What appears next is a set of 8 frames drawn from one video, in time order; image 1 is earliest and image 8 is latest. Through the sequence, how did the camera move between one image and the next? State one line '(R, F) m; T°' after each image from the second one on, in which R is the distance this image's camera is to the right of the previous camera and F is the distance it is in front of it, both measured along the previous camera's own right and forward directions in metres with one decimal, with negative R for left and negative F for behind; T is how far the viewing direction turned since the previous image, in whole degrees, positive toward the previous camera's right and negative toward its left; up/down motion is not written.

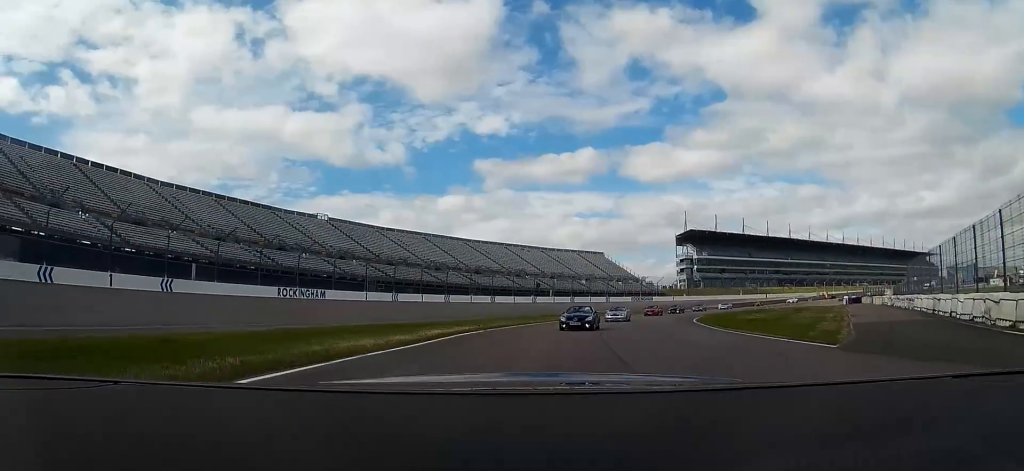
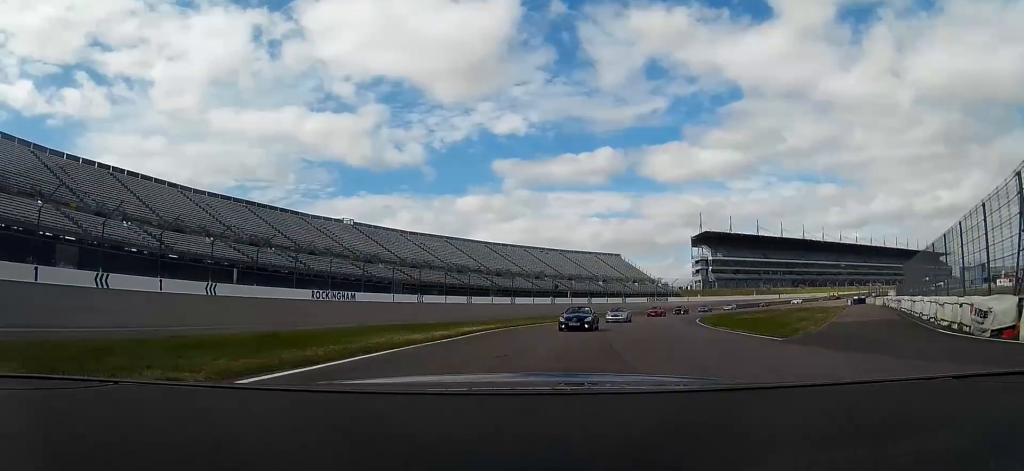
(-0.3, +5.1) m; -2°
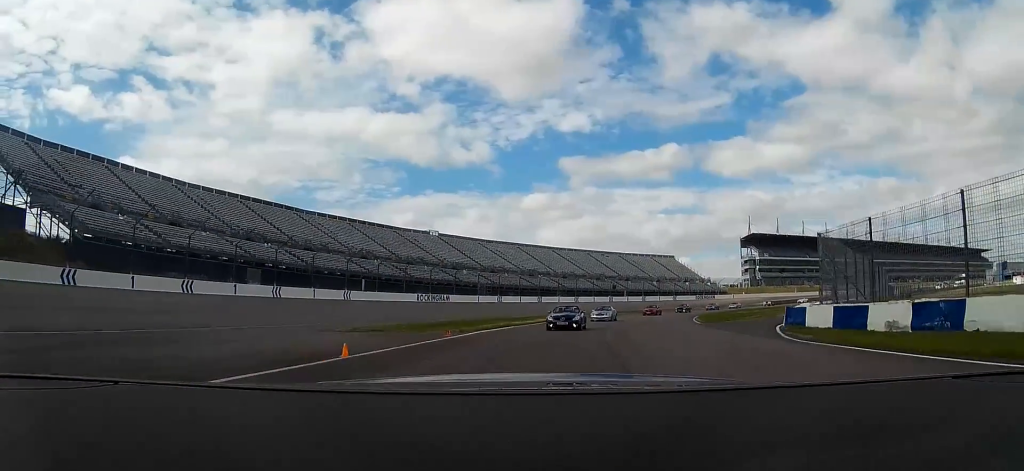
(-0.5, +21.6) m; -3°
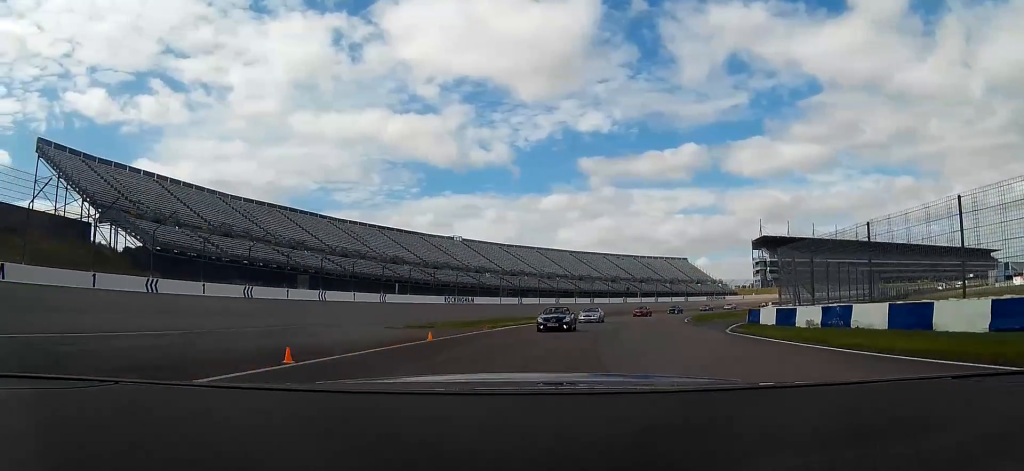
(+0.1, +9.1) m; -3°
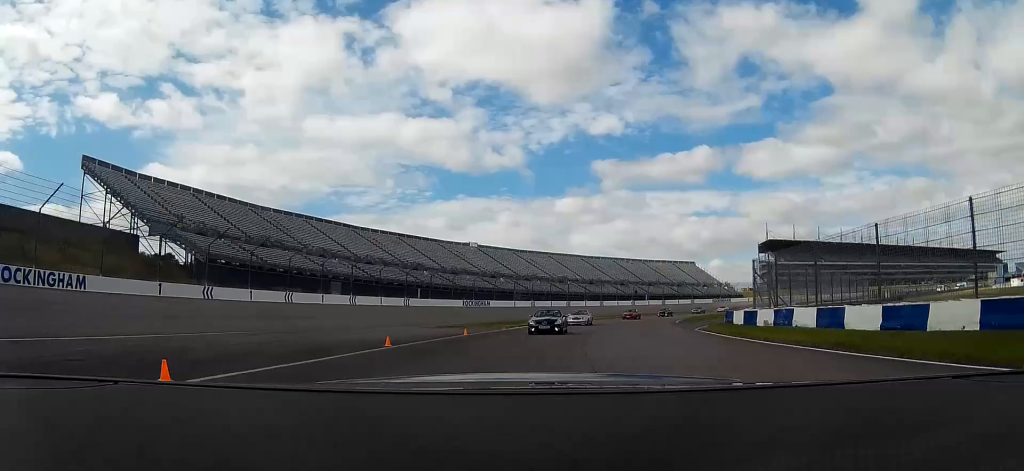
(-0.5, +7.9) m; -3°
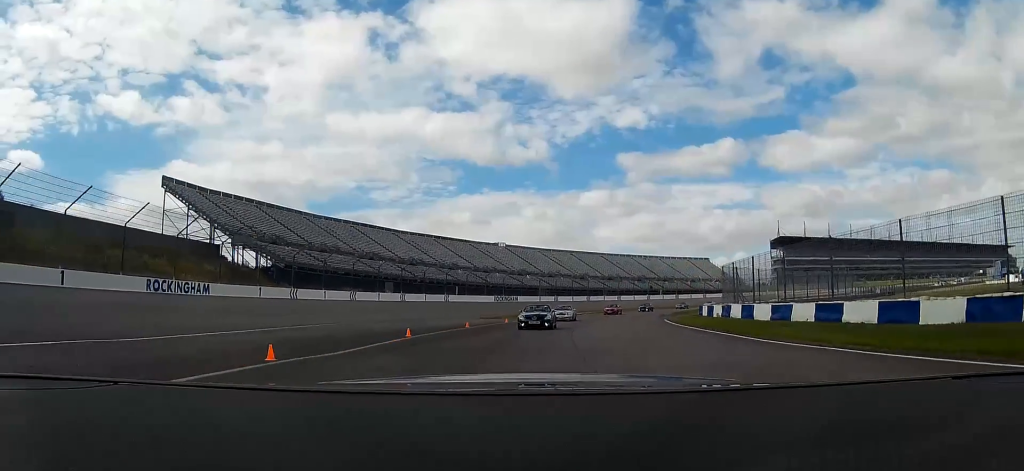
(-0.4, +15.9) m; -1°
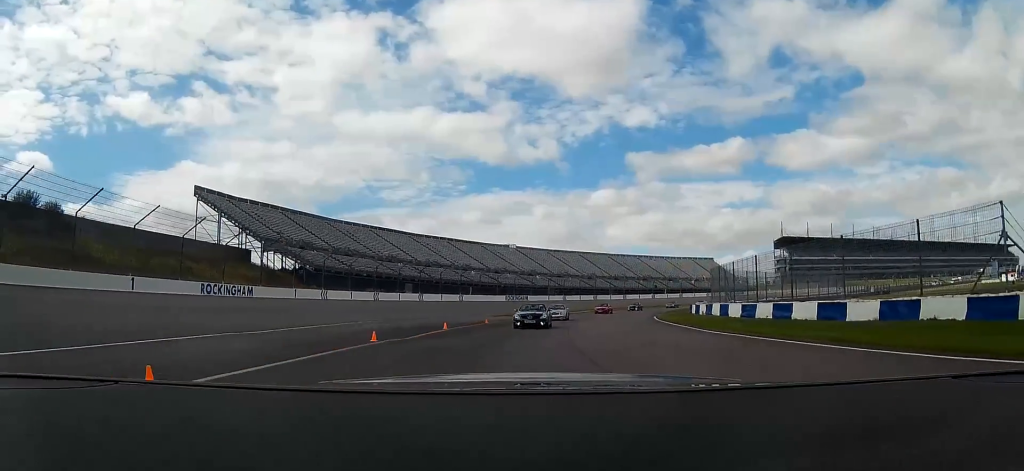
(0.0, +7.5) m; -1°
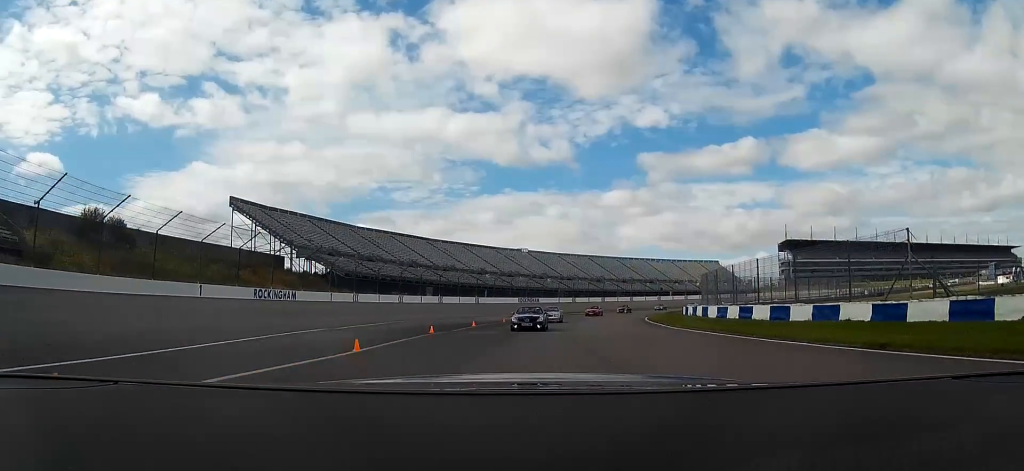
(0.0, +9.0) m; -2°
